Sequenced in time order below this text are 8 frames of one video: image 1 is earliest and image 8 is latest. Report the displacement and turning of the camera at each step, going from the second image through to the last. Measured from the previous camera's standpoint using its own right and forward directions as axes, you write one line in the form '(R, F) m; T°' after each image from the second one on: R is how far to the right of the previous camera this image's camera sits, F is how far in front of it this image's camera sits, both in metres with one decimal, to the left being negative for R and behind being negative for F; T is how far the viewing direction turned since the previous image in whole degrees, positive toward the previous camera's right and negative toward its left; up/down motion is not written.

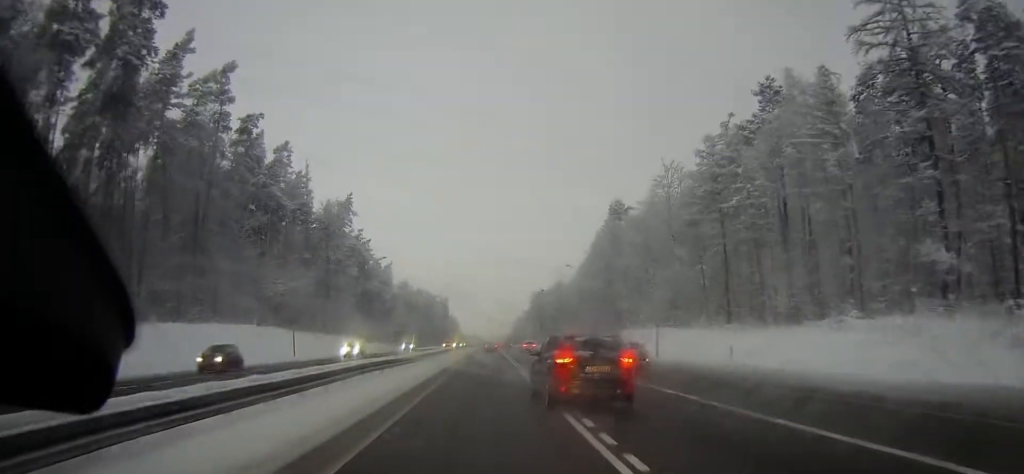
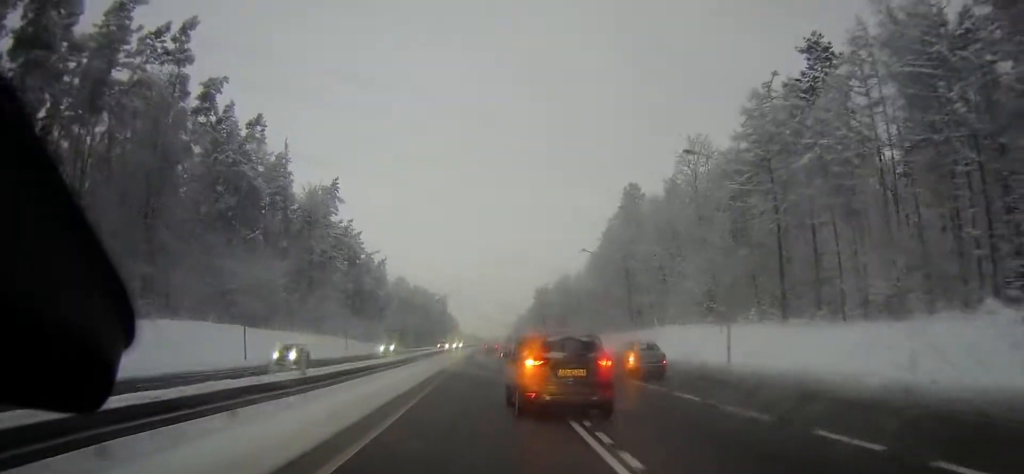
(0.0, +13.7) m; 0°
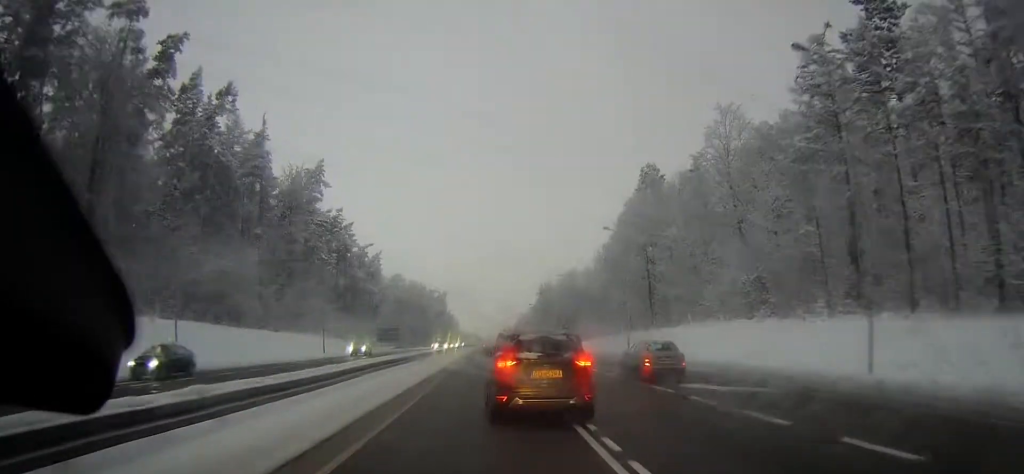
(0.0, +12.4) m; 0°
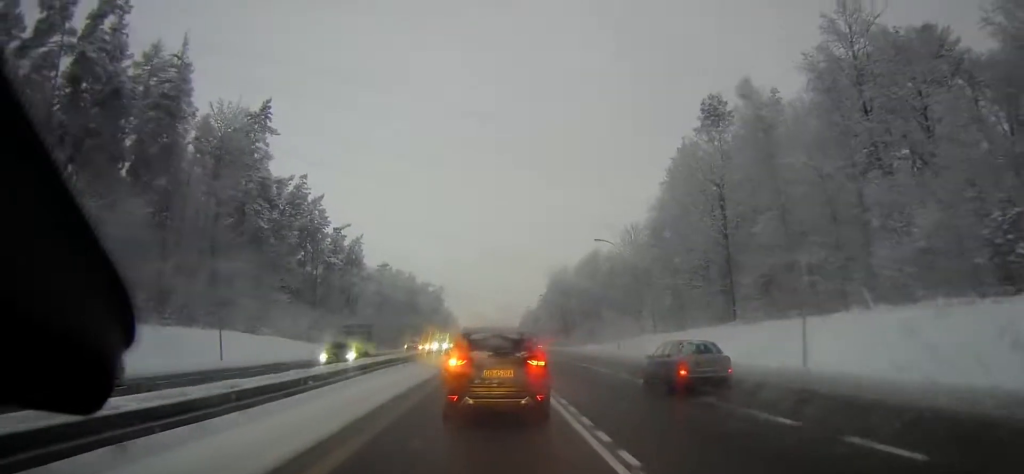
(+0.1, +31.0) m; 0°
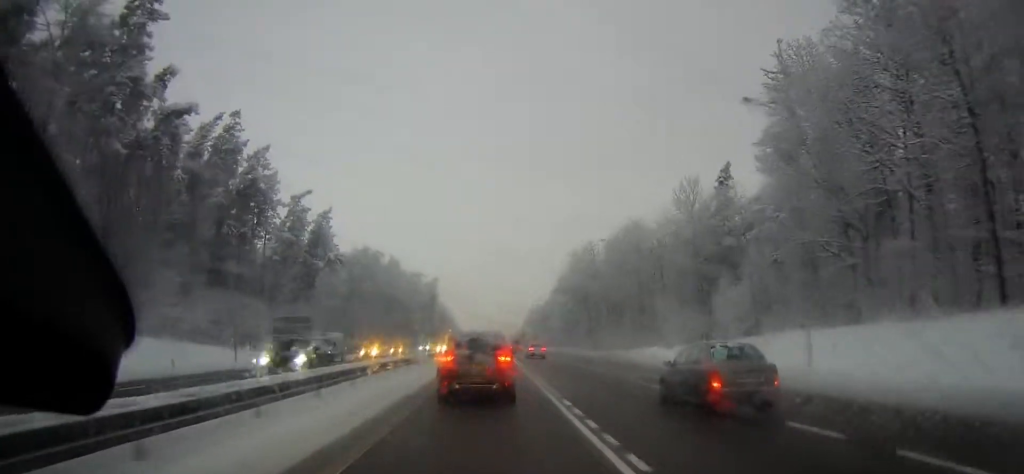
(-0.1, +36.7) m; -1°
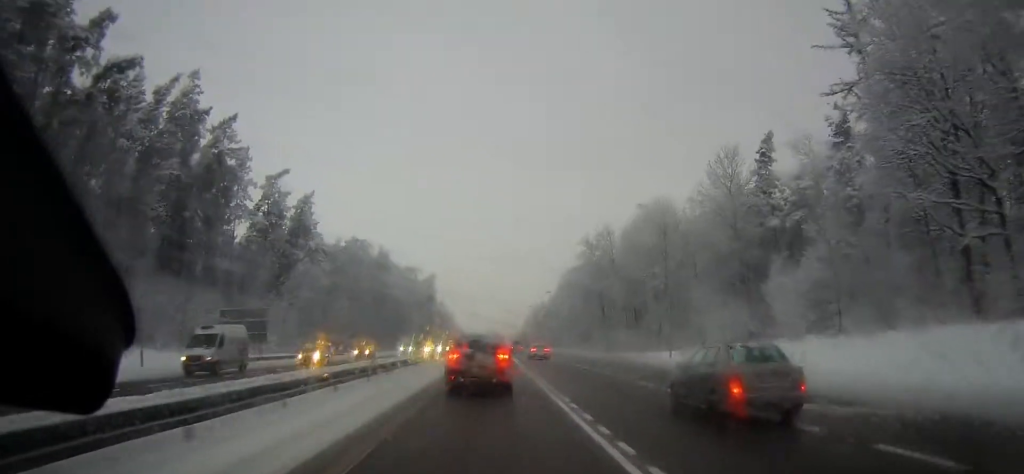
(-0.1, +15.1) m; 0°
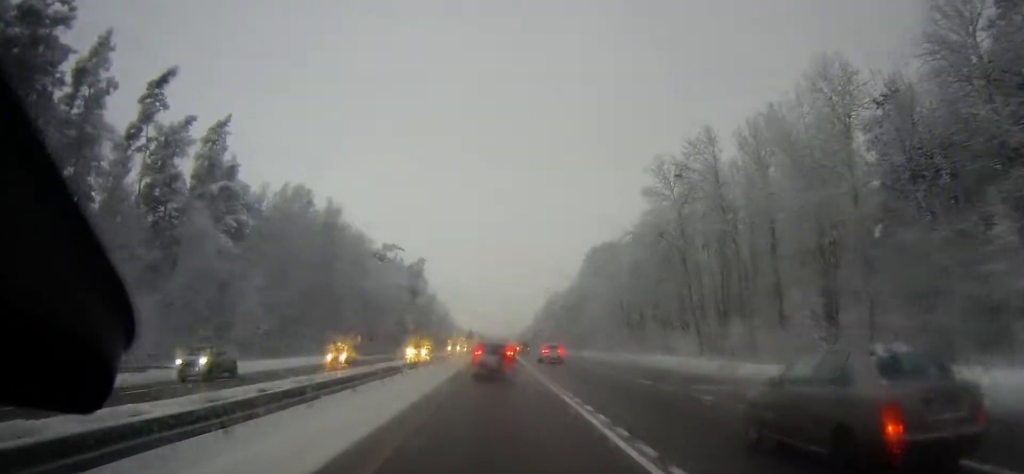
(-0.3, +44.1) m; 0°
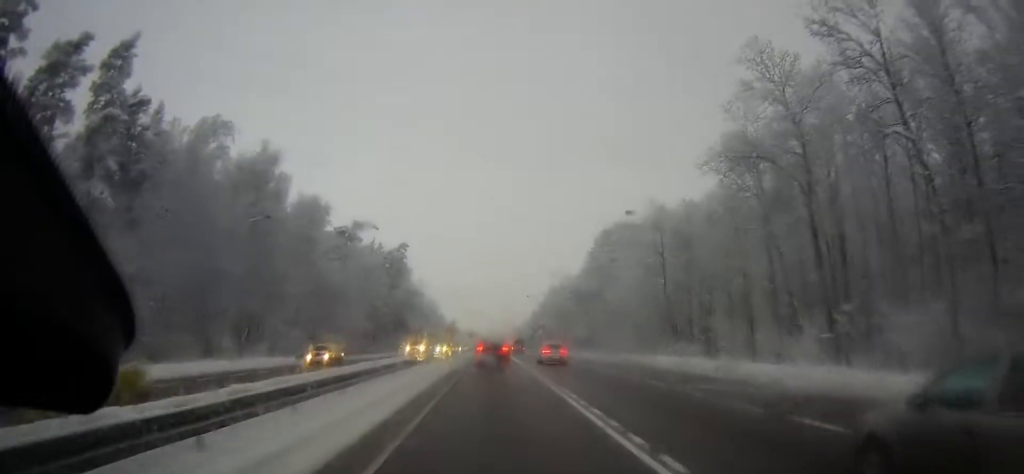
(+0.1, +25.4) m; +1°
